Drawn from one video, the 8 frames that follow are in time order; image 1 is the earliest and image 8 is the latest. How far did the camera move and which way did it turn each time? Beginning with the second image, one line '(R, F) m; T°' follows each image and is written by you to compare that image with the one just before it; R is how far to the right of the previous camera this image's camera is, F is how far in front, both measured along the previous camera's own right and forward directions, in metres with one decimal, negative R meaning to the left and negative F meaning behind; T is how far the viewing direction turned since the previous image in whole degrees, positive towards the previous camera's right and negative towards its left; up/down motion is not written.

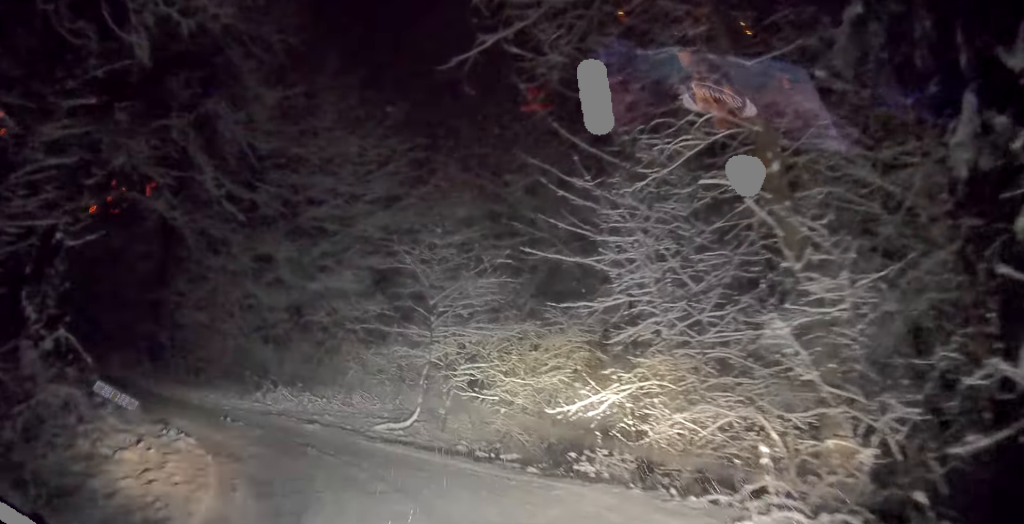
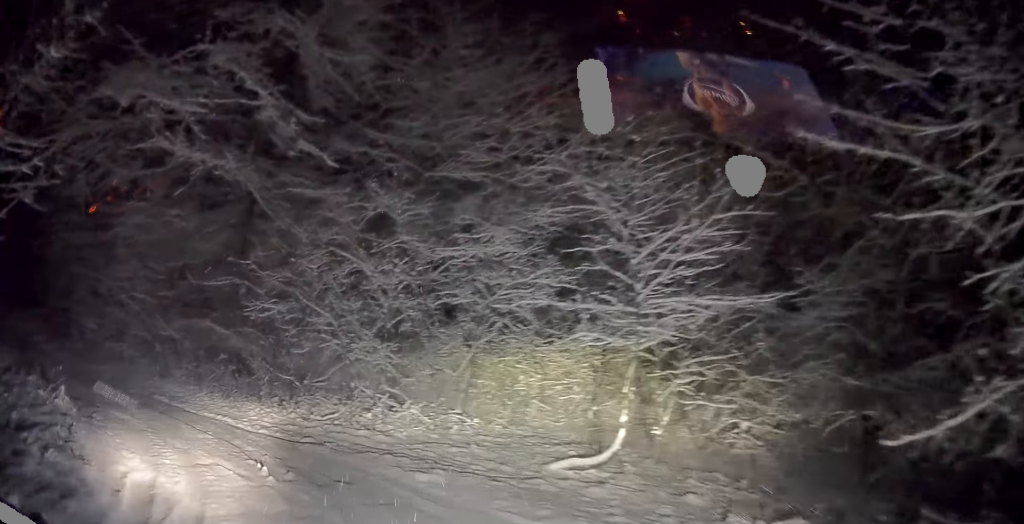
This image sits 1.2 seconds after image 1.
(-1.0, +6.3) m; -16°
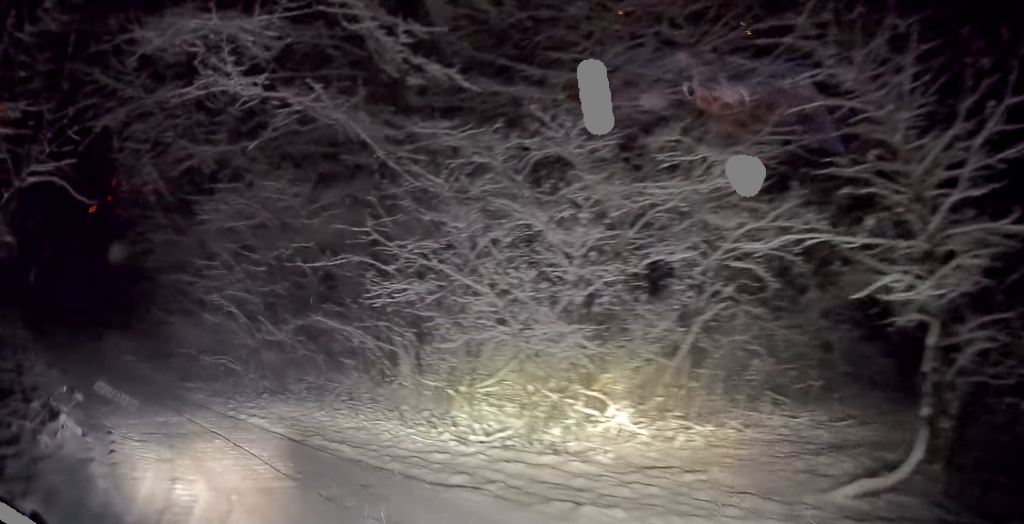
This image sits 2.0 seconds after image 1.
(-0.2, +3.8) m; -13°
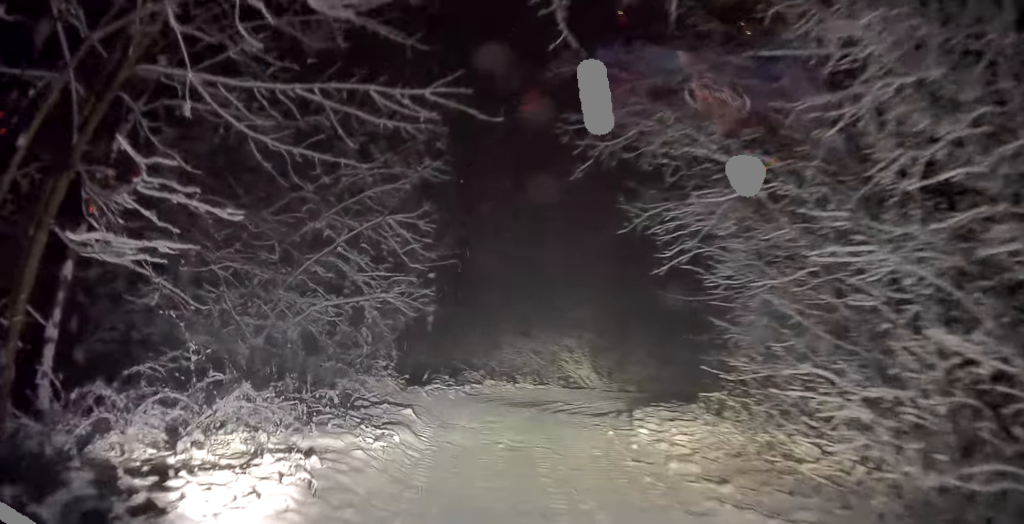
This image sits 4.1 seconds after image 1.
(-4.3, +5.7) m; -73°
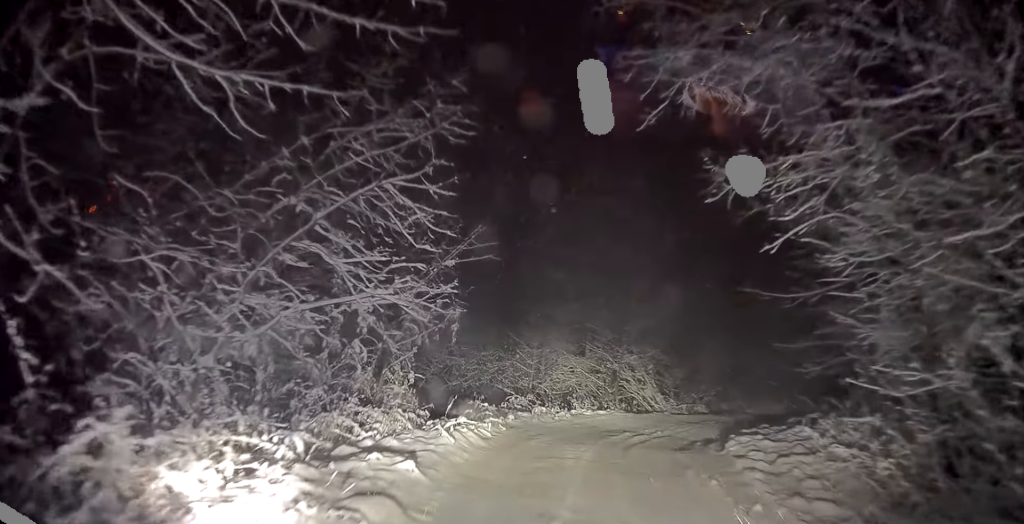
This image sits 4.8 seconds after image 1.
(-0.3, +2.6) m; -5°
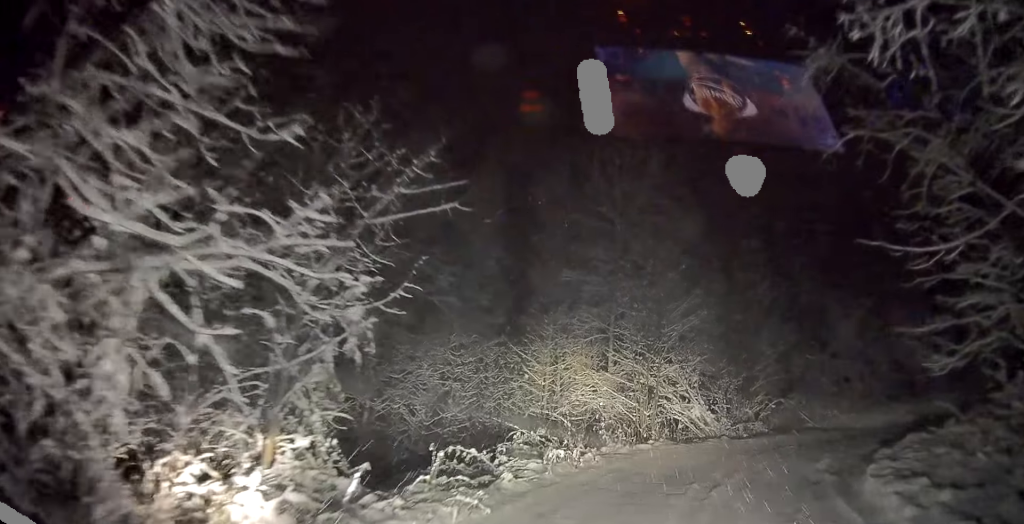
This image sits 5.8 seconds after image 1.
(-0.2, +4.2) m; +1°
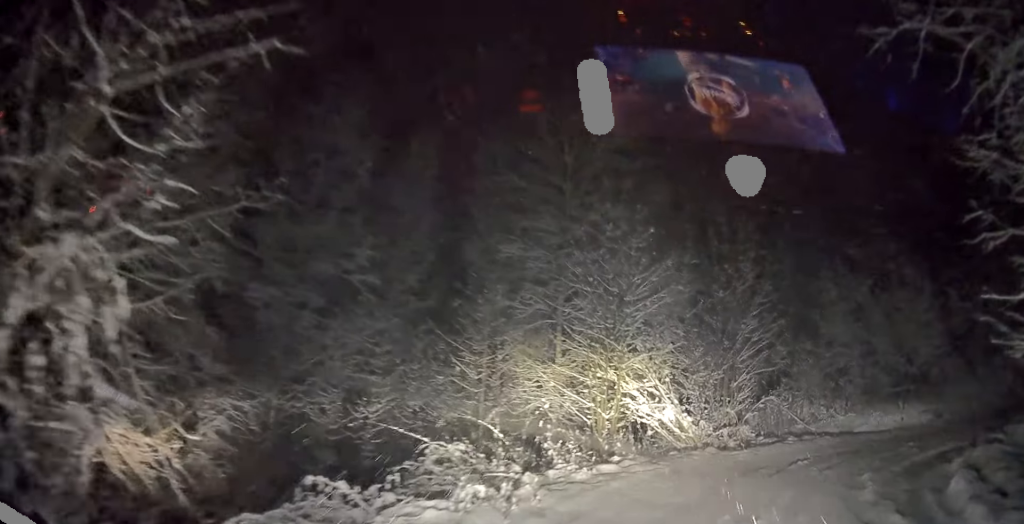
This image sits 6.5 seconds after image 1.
(+0.1, +3.3) m; +10°
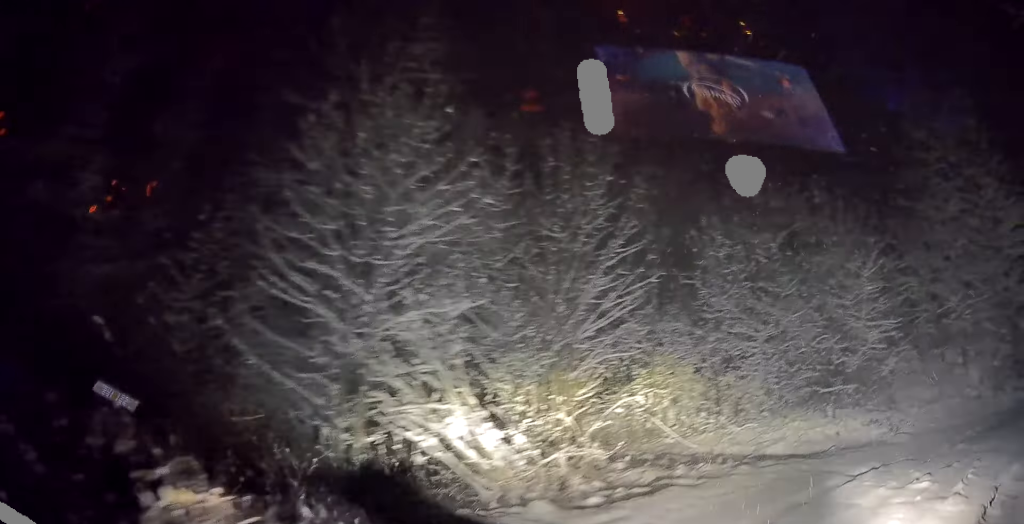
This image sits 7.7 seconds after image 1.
(+1.2, +5.3) m; +23°
